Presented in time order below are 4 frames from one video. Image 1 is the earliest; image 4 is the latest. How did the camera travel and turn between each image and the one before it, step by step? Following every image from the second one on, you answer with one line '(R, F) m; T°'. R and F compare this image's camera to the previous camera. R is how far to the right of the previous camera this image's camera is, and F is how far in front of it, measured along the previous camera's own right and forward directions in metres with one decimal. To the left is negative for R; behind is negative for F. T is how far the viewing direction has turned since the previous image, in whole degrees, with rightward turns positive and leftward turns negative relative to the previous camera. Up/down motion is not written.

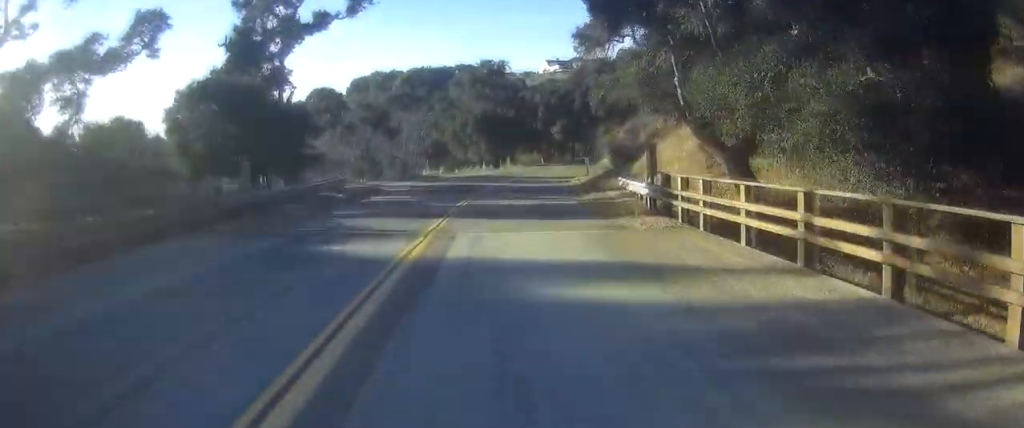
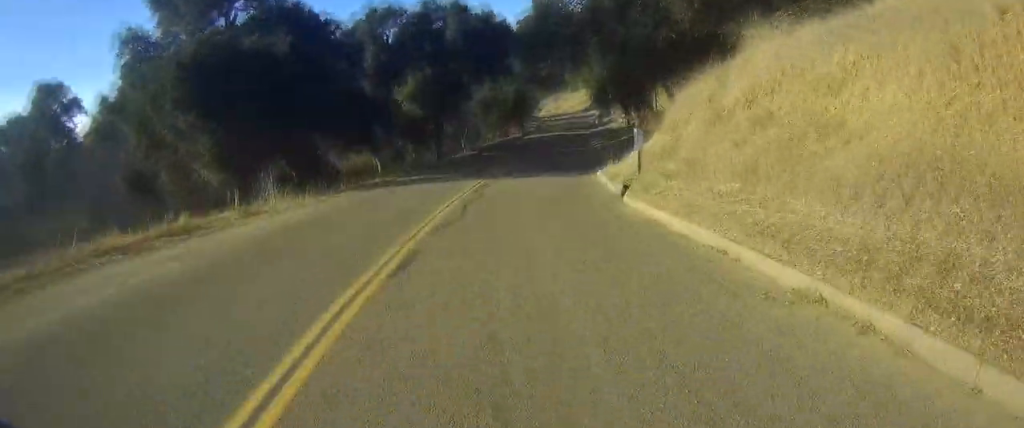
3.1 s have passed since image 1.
(+3.5, +52.2) m; +11°
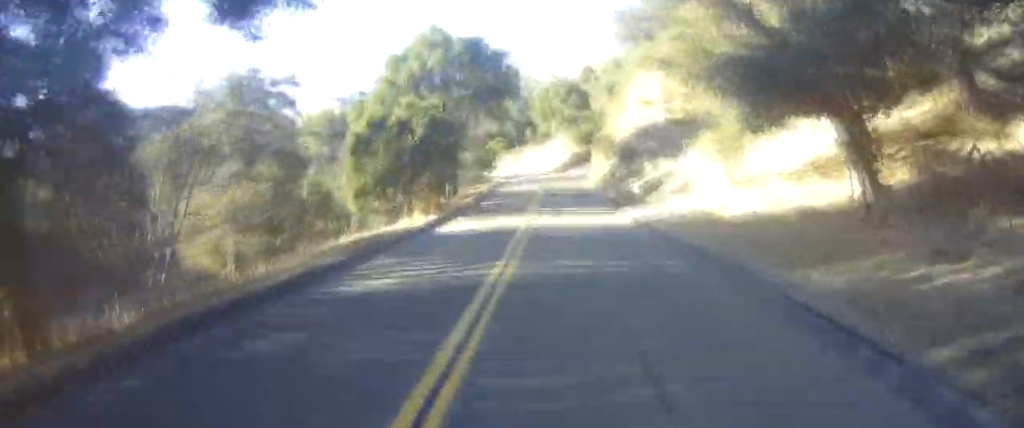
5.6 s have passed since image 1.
(+4.1, +40.6) m; +6°
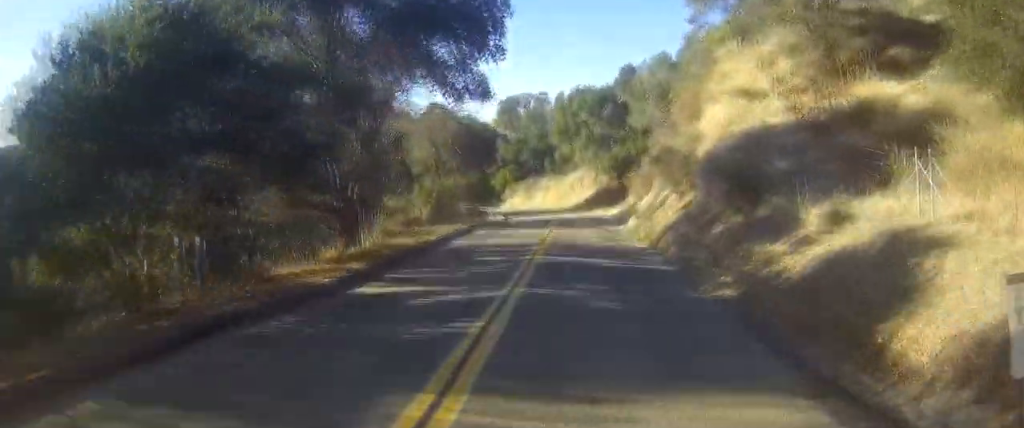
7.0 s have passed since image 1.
(-0.3, +19.4) m; +1°
